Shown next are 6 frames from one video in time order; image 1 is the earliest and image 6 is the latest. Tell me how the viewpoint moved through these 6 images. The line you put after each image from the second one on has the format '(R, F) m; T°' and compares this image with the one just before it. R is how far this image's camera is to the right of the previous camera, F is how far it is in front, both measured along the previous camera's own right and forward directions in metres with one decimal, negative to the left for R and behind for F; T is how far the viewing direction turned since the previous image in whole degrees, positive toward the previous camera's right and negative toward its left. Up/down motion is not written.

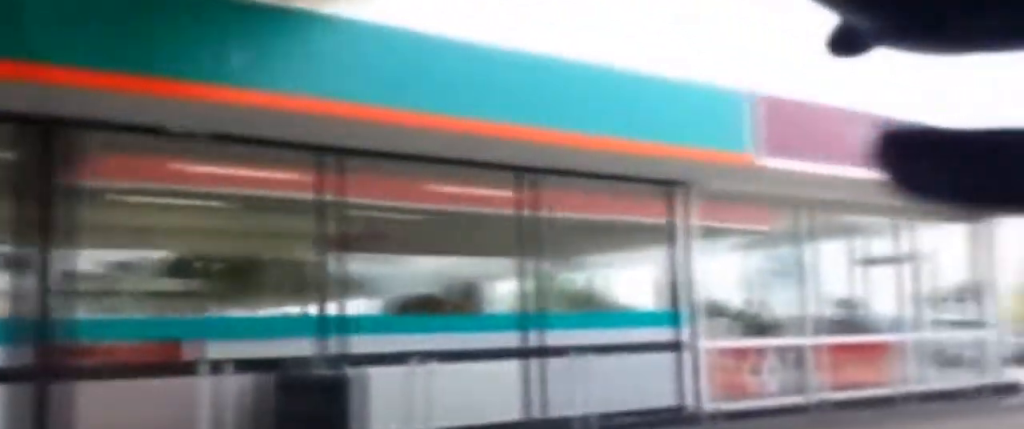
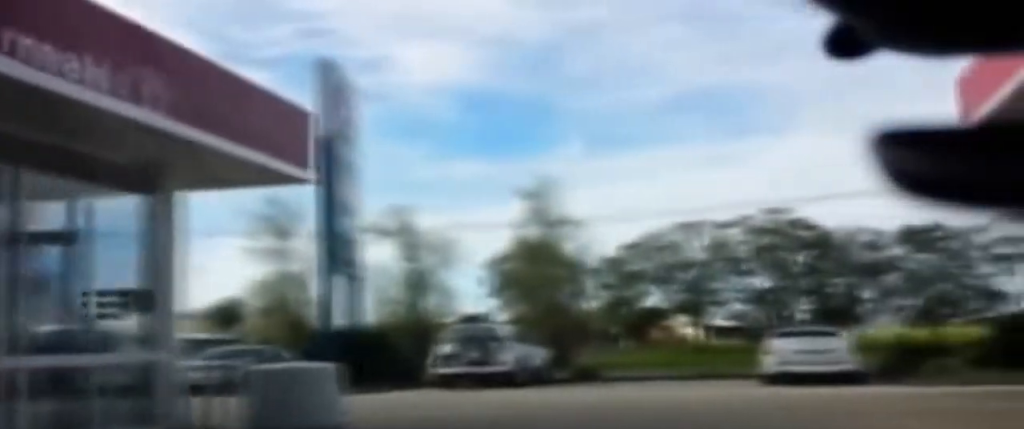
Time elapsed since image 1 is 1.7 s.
(+2.4, +4.6) m; +54°
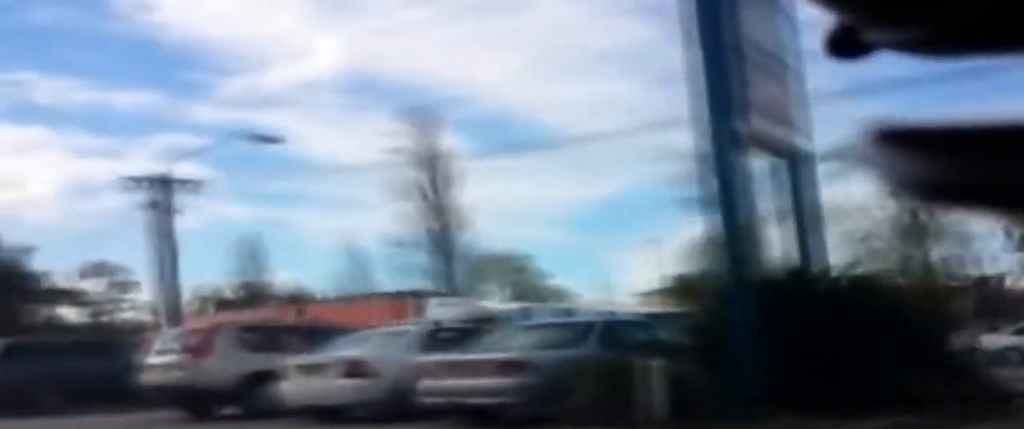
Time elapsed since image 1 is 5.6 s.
(-0.3, +13.2) m; -31°
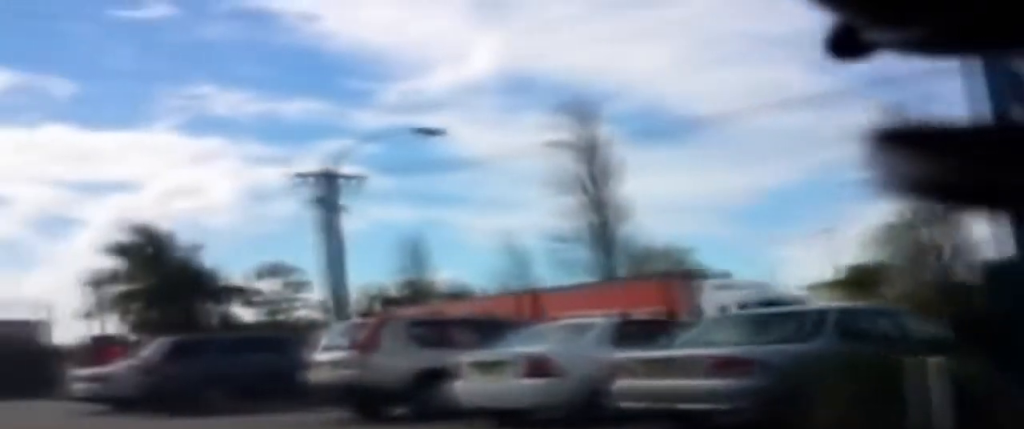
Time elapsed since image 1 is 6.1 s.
(-0.2, +1.7) m; -9°
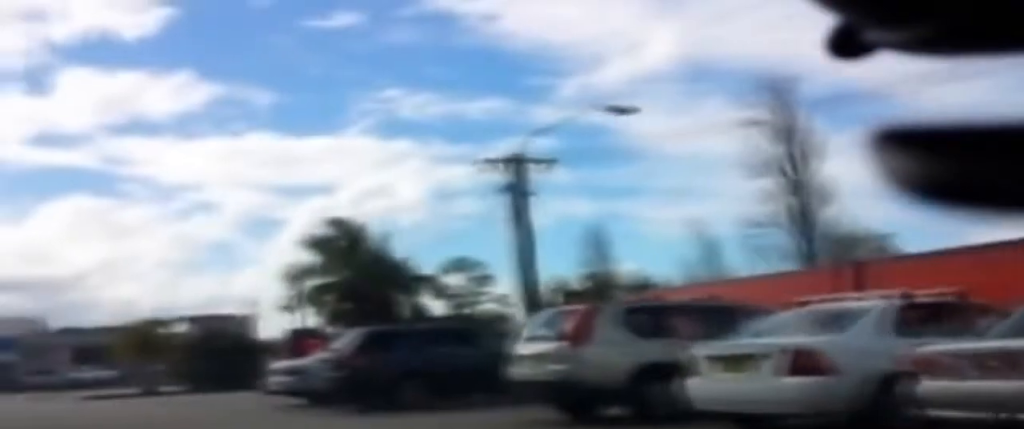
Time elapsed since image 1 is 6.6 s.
(-0.2, +2.0) m; -11°
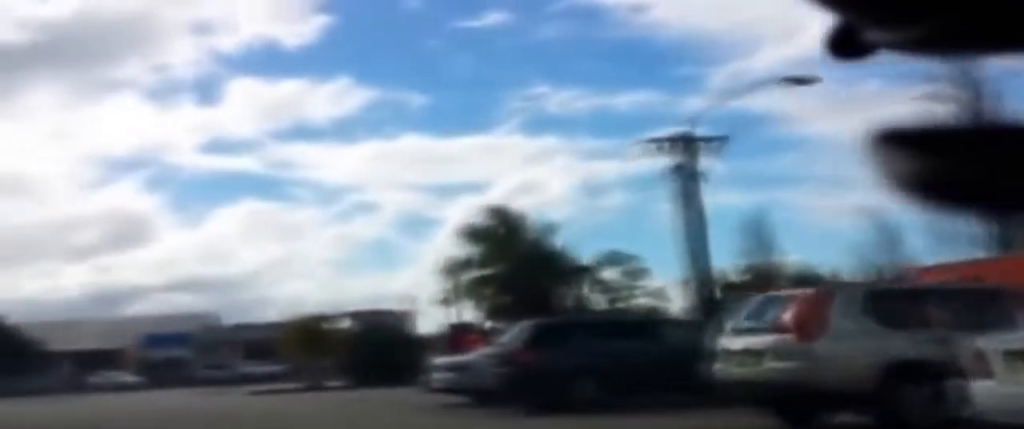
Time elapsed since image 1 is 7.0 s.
(-0.2, +1.9) m; -8°
